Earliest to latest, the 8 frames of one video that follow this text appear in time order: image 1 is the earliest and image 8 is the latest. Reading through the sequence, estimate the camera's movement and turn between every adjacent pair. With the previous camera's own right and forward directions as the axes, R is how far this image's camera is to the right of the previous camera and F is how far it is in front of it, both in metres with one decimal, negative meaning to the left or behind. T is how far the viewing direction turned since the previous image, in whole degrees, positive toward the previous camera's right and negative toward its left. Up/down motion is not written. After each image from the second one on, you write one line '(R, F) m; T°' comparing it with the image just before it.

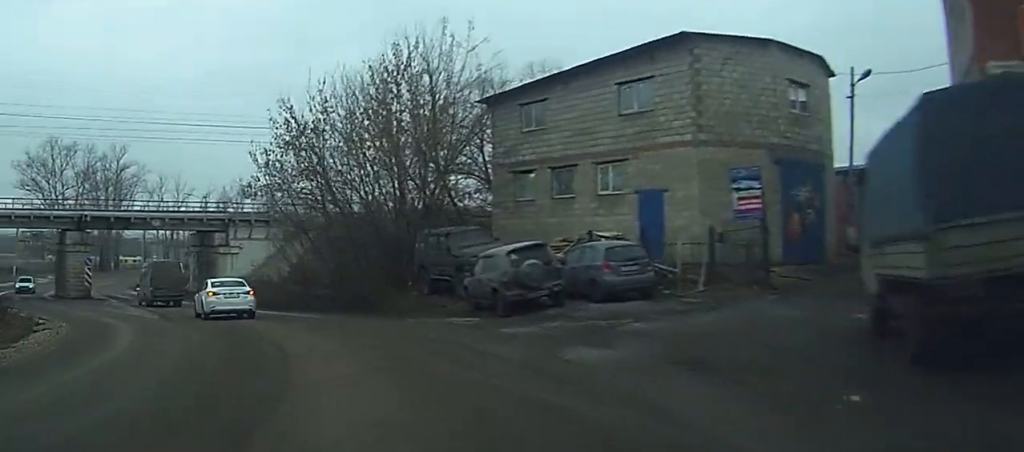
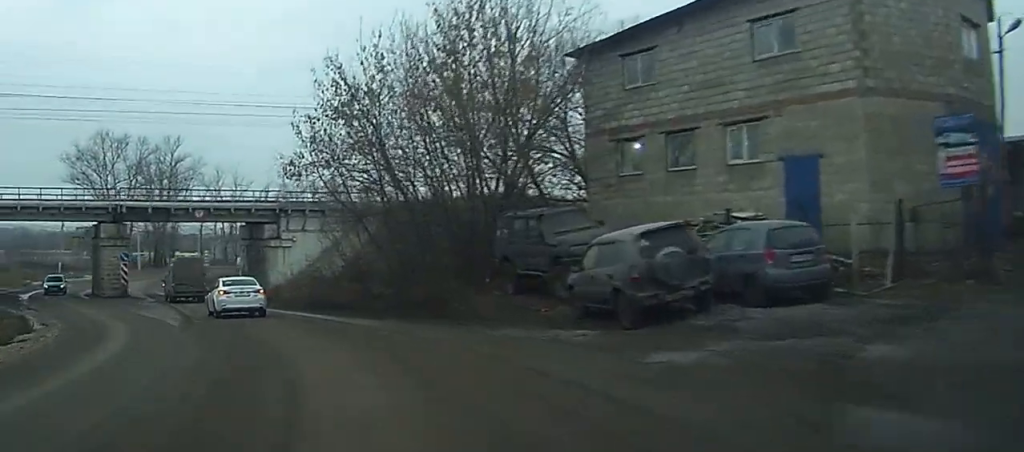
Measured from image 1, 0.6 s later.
(-0.3, +6.2) m; -6°
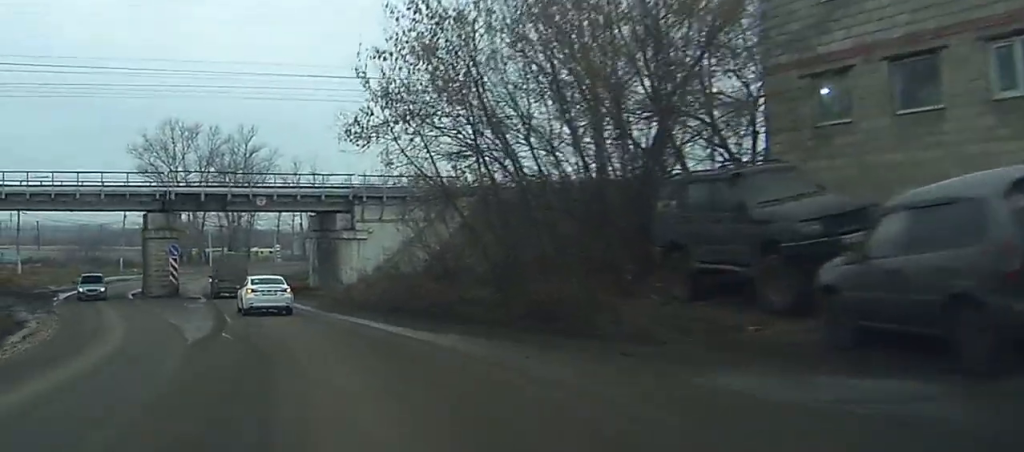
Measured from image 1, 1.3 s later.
(-0.5, +7.8) m; -8°
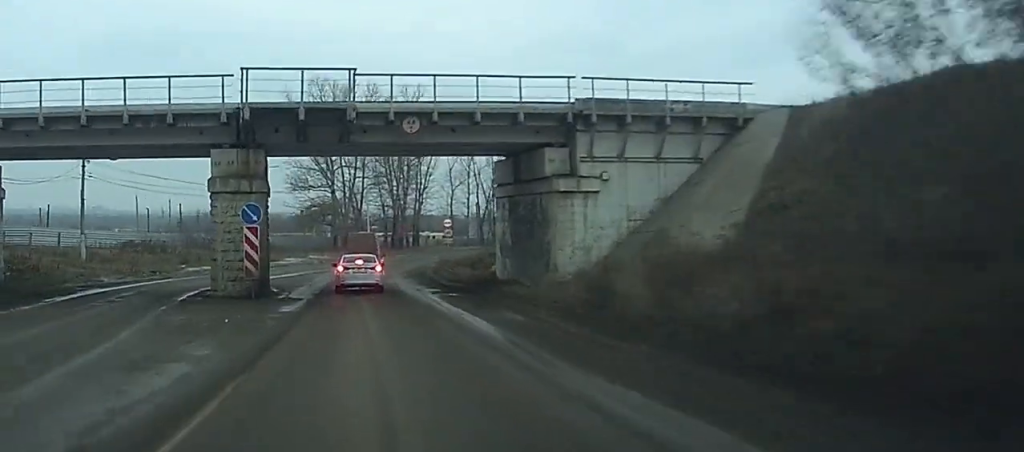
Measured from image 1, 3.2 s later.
(-1.6, +23.0) m; -9°
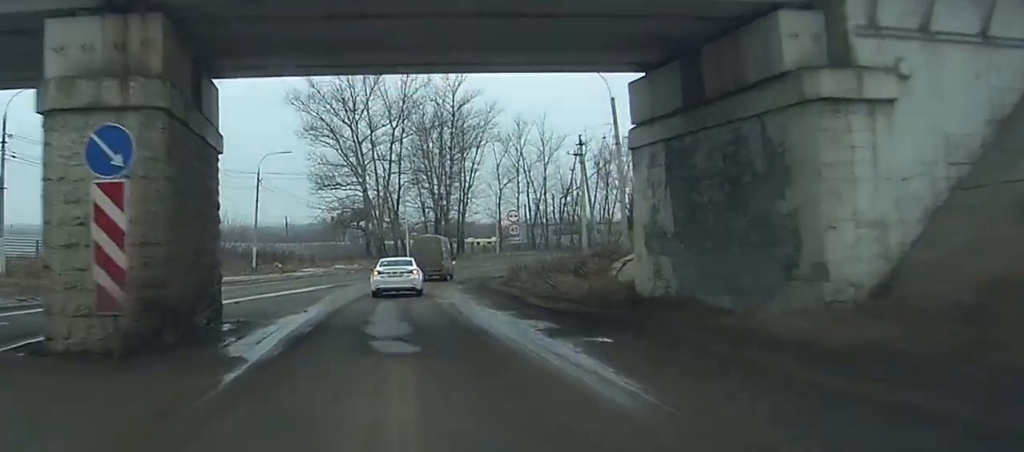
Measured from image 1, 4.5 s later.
(-1.4, +16.9) m; -9°
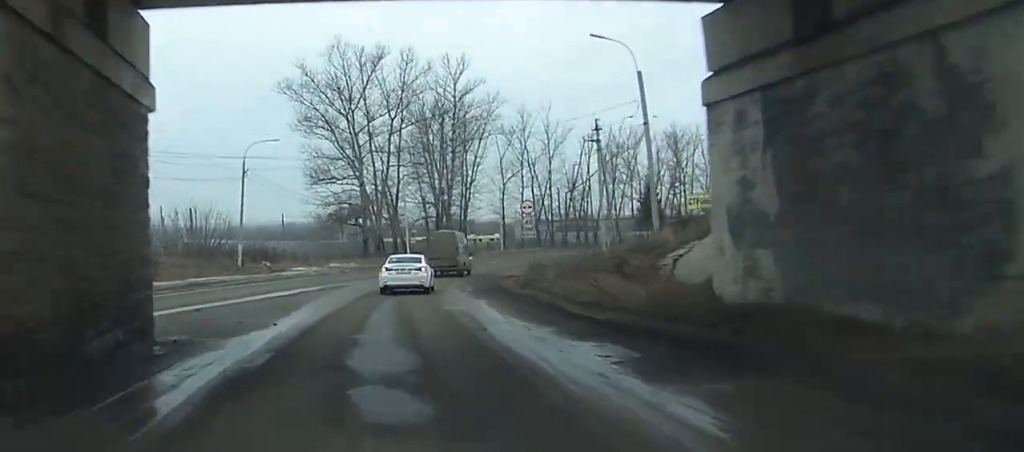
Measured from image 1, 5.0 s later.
(+0.3, +5.6) m; -5°
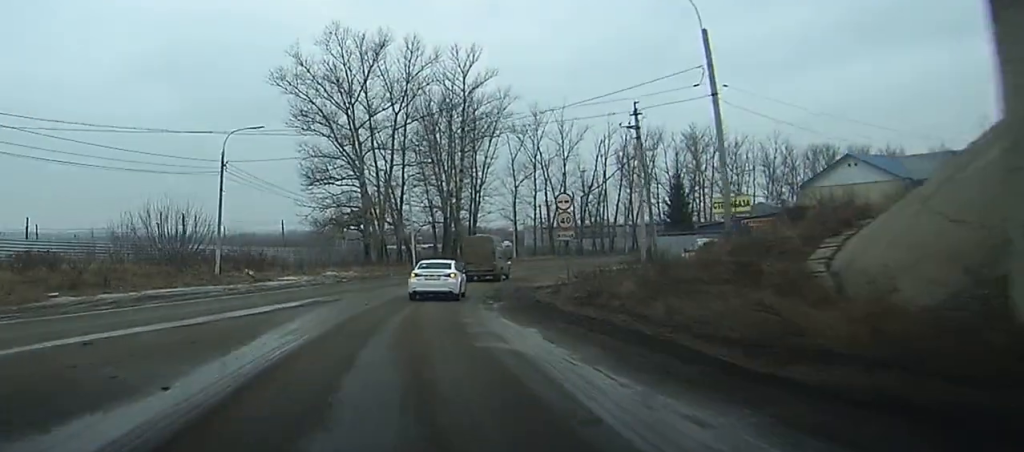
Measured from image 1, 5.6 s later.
(-0.8, +8.5) m; -2°
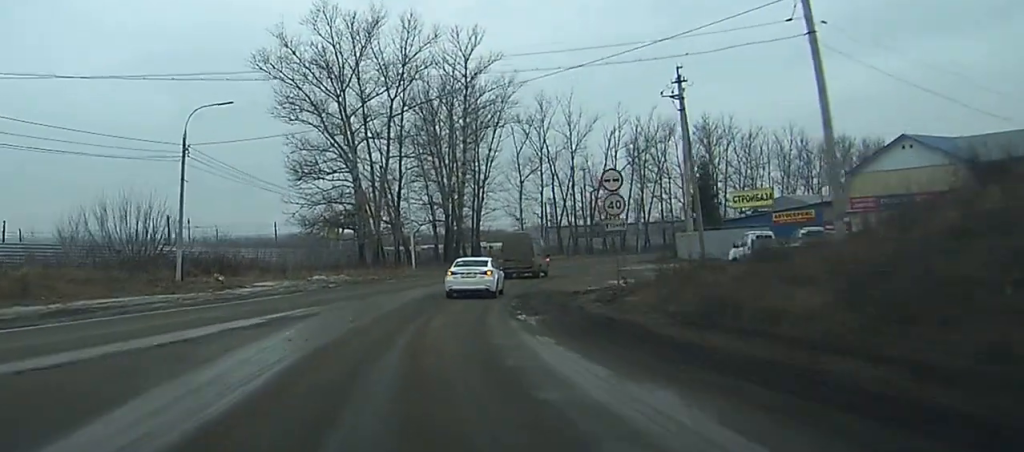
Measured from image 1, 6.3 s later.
(-1.4, +8.4) m; +3°
